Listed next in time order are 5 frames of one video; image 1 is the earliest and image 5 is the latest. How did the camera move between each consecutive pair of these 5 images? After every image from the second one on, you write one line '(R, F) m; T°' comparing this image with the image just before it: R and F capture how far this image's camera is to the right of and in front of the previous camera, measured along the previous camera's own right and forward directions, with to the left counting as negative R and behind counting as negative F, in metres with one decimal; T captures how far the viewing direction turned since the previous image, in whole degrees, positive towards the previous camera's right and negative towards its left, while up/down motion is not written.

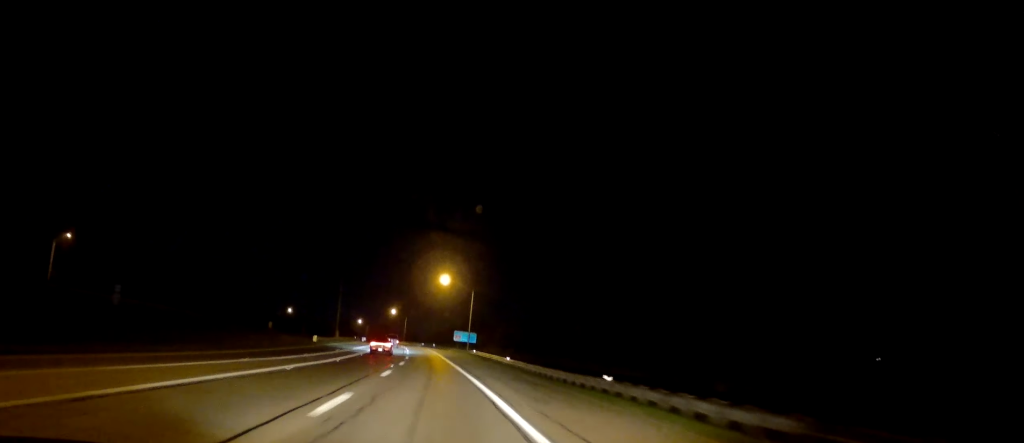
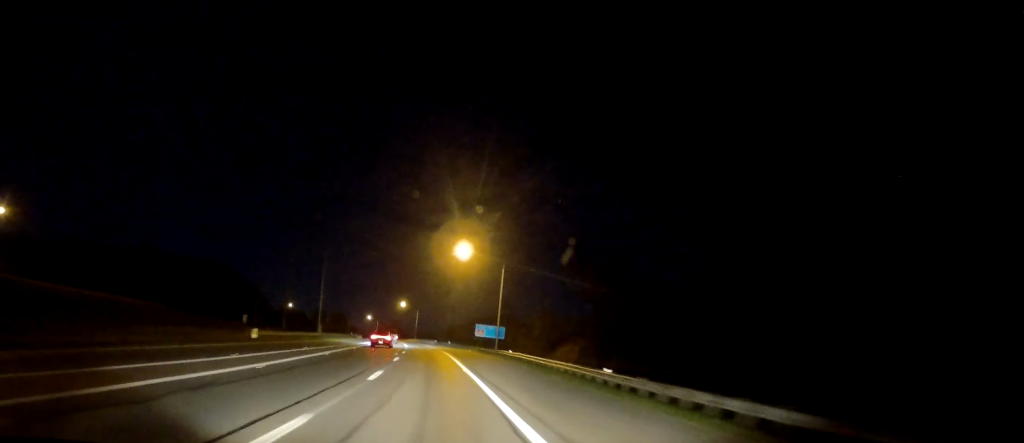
(-0.5, +28.6) m; -1°
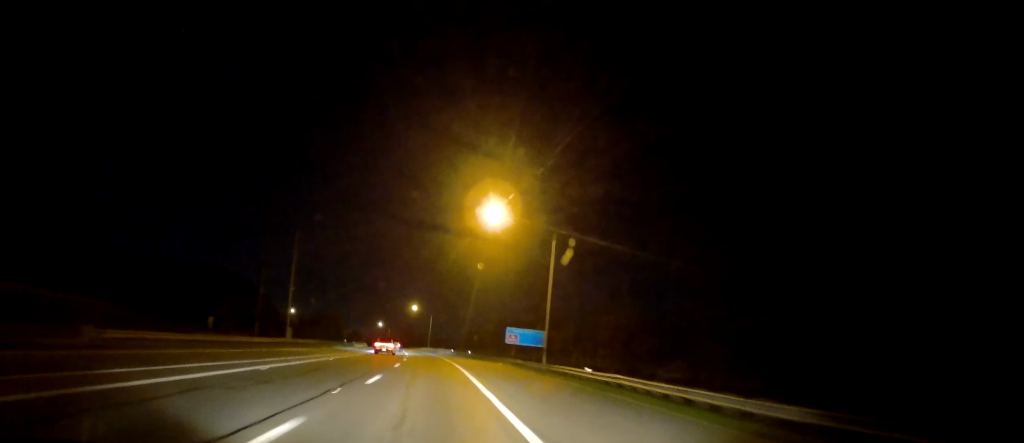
(-0.2, +24.5) m; -1°
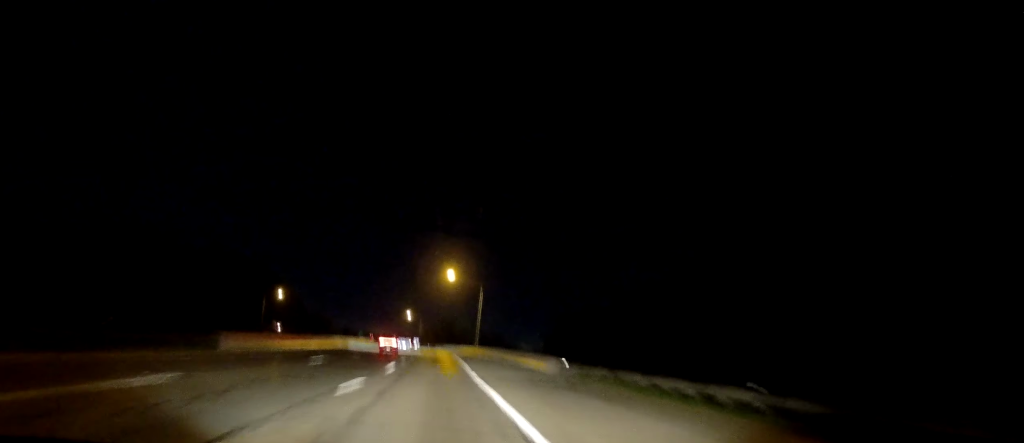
(-2.6, +75.4) m; -5°
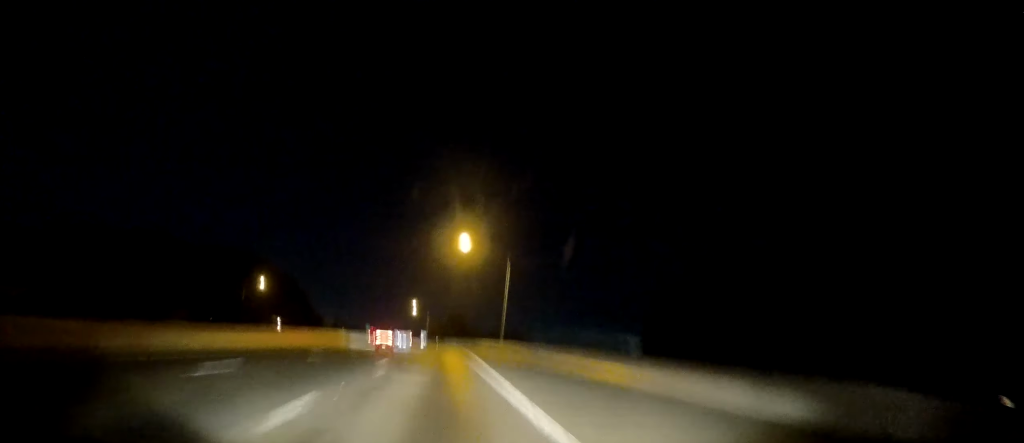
(-1.1, +27.0) m; -2°
